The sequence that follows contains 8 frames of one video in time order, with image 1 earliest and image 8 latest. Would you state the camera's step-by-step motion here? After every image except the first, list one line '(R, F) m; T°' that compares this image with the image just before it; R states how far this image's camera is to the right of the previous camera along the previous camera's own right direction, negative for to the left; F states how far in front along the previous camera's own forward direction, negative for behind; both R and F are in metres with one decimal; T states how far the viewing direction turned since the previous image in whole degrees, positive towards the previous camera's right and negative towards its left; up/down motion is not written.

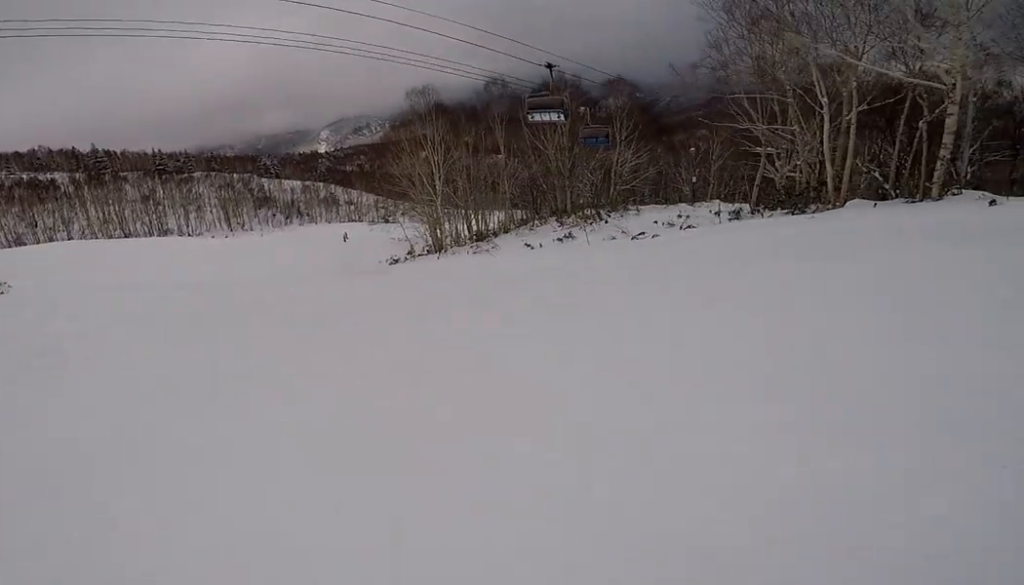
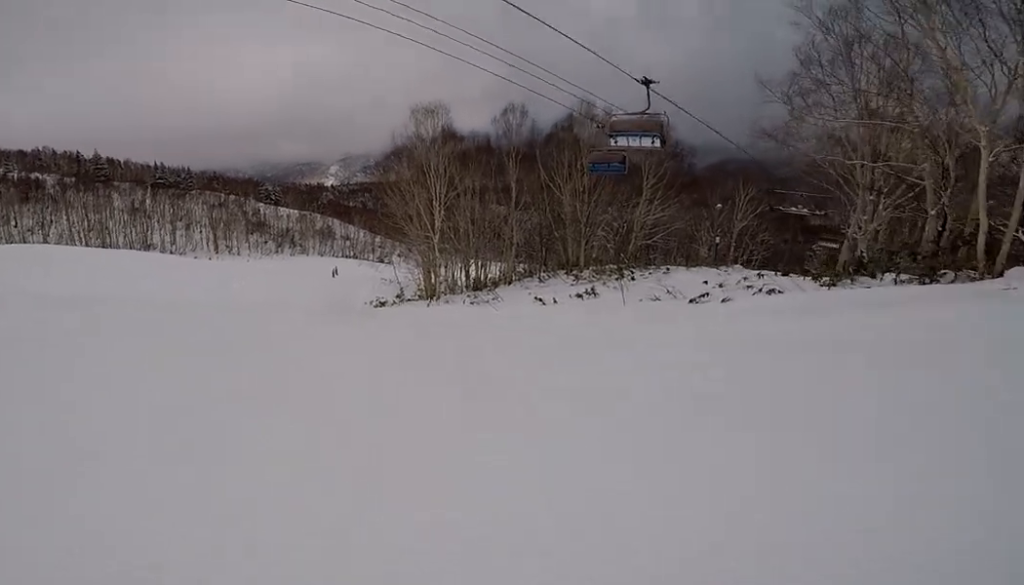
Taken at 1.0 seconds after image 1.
(+1.1, +6.4) m; +10°
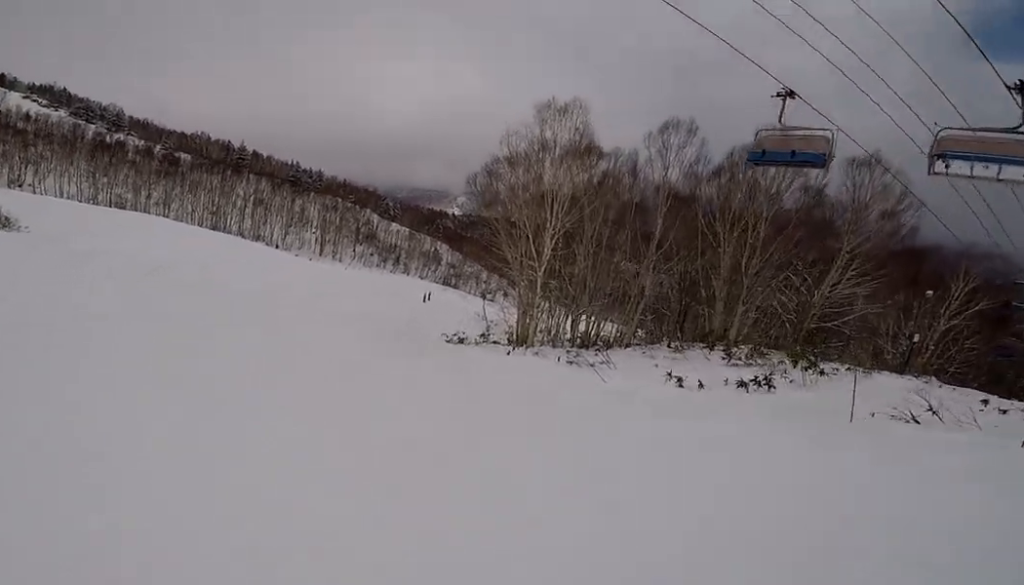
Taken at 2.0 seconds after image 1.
(+0.1, +7.1) m; -13°
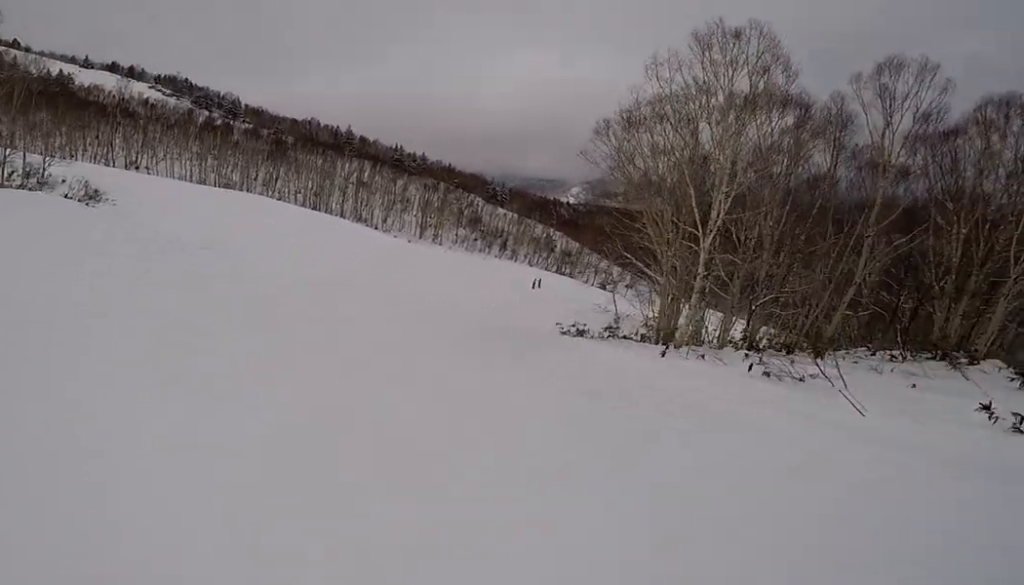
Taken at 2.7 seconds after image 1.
(-1.0, +5.1) m; -17°
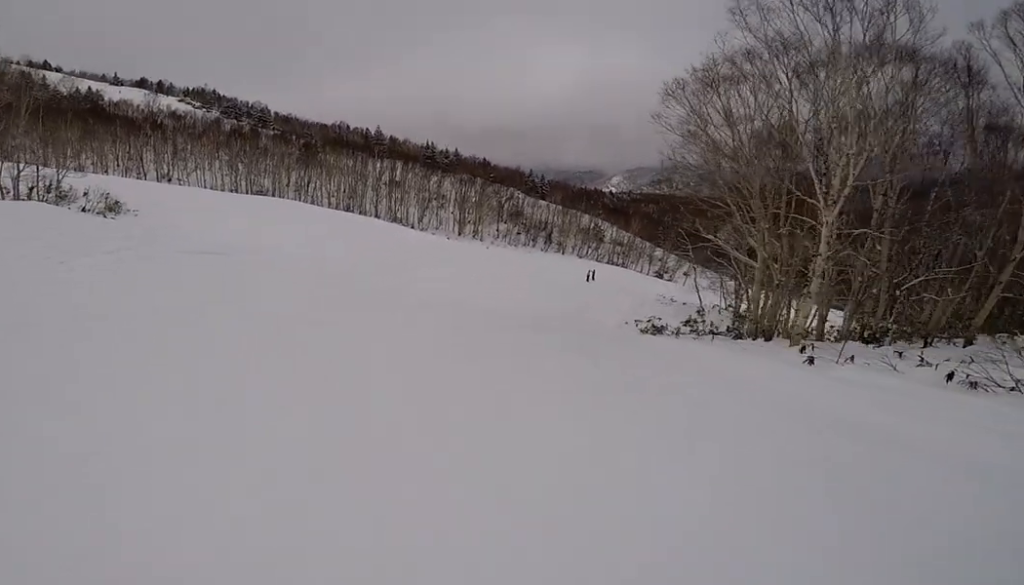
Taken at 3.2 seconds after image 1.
(-0.5, +3.2) m; -11°
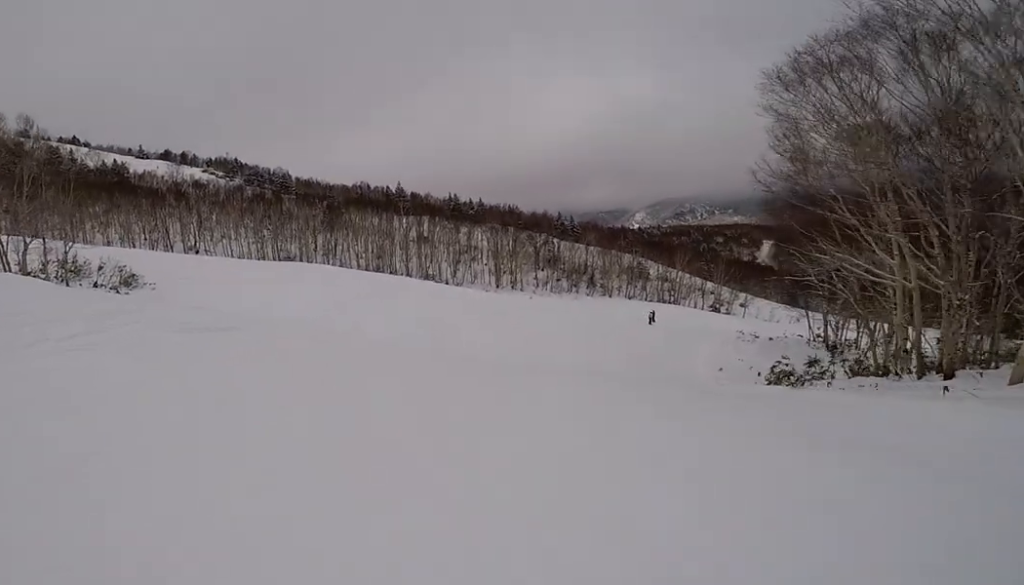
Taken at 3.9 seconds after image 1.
(-0.2, +5.1) m; +3°
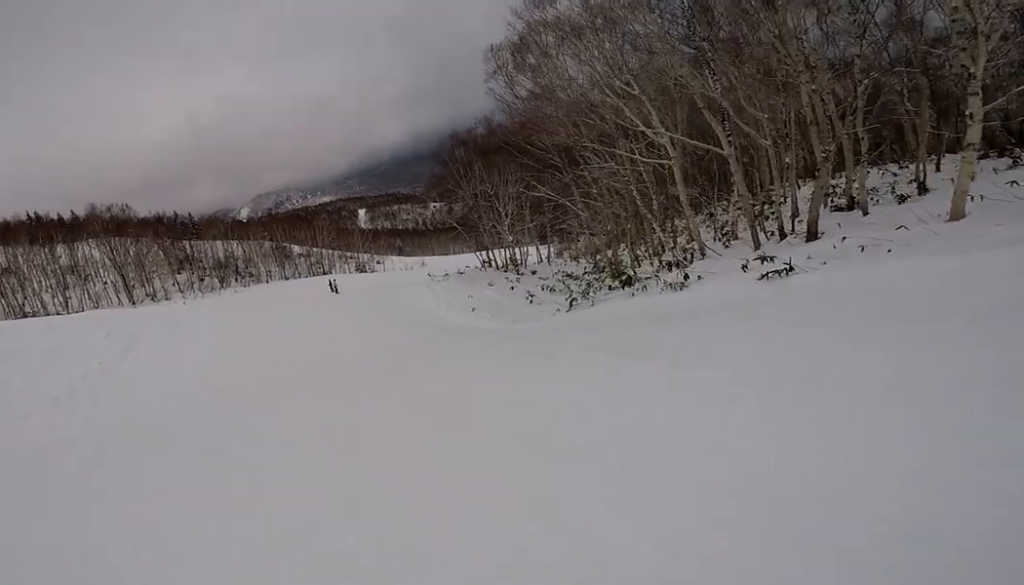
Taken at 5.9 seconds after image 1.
(+3.9, +14.4) m; +33°
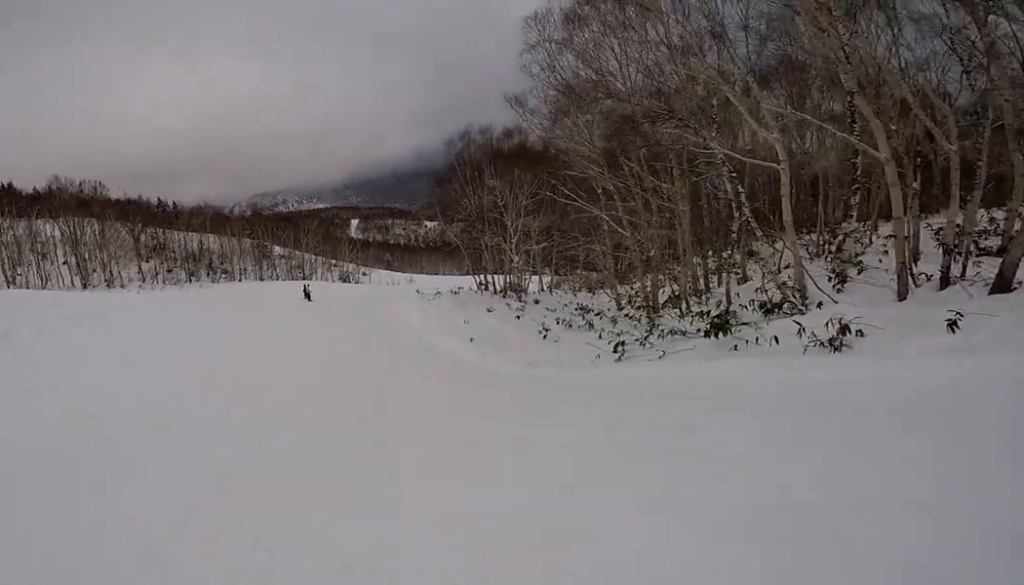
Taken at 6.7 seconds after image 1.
(+0.8, +6.6) m; +7°
